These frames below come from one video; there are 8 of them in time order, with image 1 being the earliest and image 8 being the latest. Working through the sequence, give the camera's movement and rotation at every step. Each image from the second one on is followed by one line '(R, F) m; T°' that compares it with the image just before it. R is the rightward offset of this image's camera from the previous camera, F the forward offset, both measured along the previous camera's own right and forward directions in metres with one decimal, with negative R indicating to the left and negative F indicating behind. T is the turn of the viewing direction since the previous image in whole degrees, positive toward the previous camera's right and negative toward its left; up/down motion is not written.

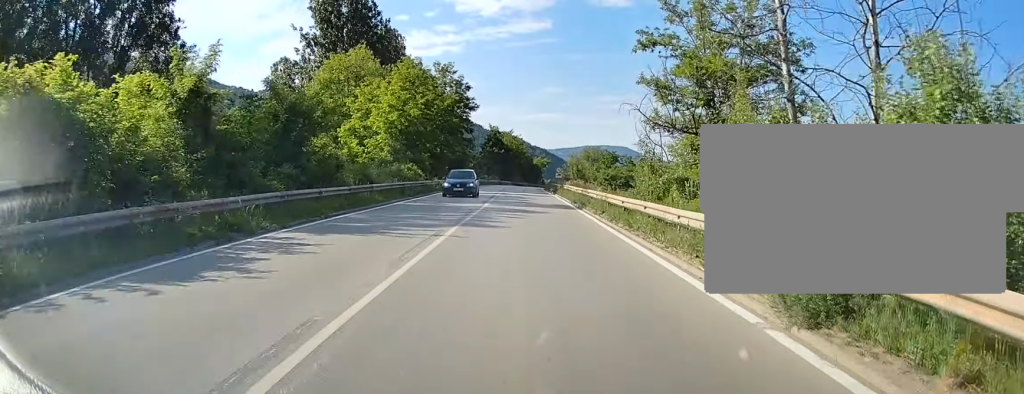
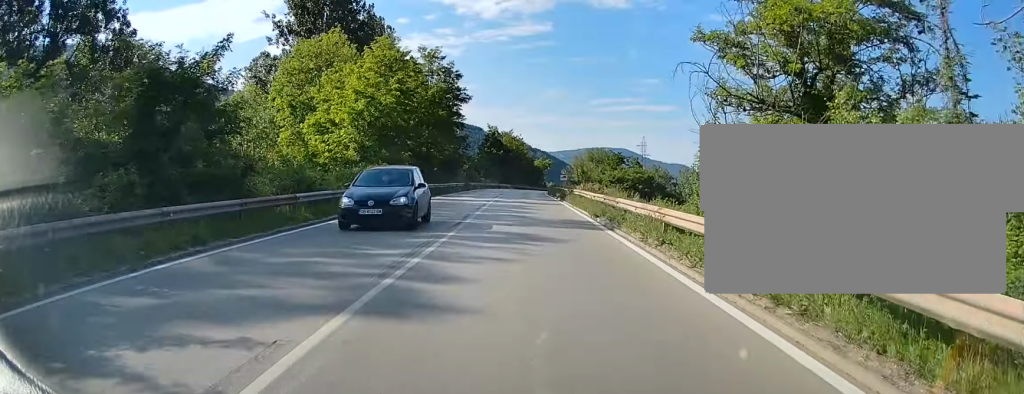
(0.0, +10.1) m; 0°
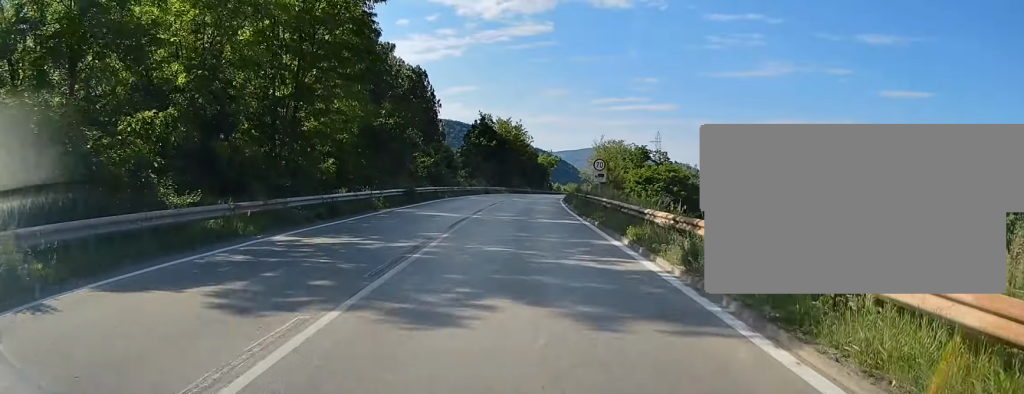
(+0.1, +35.1) m; 0°
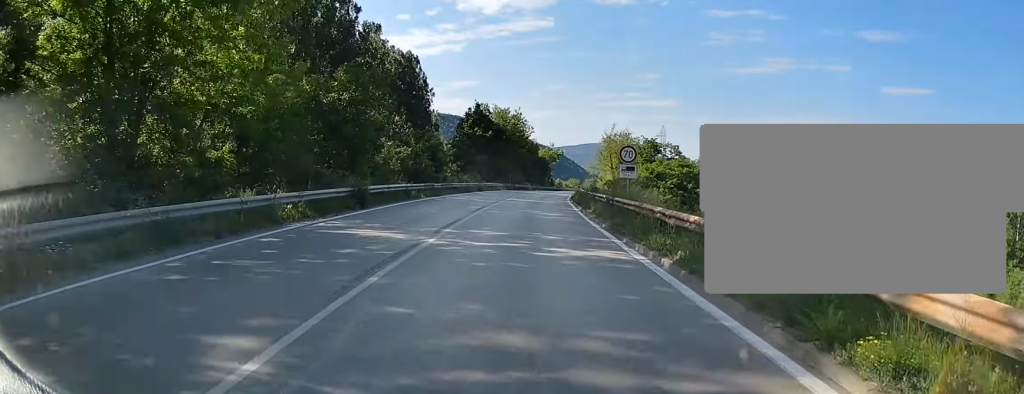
(-0.1, +10.9) m; 0°
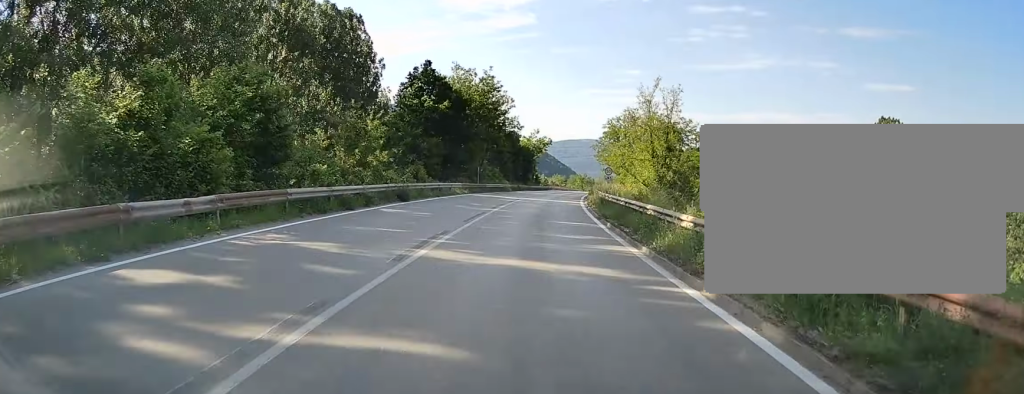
(+0.3, +32.1) m; +2°
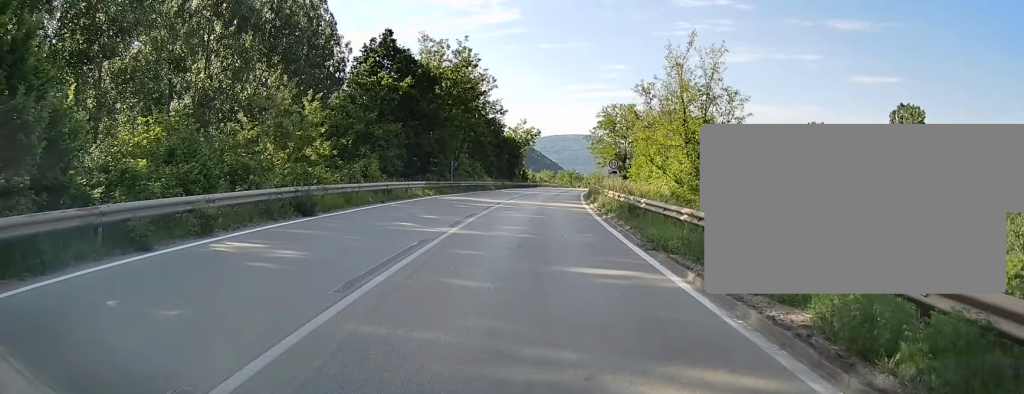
(+0.1, +11.8) m; +1°
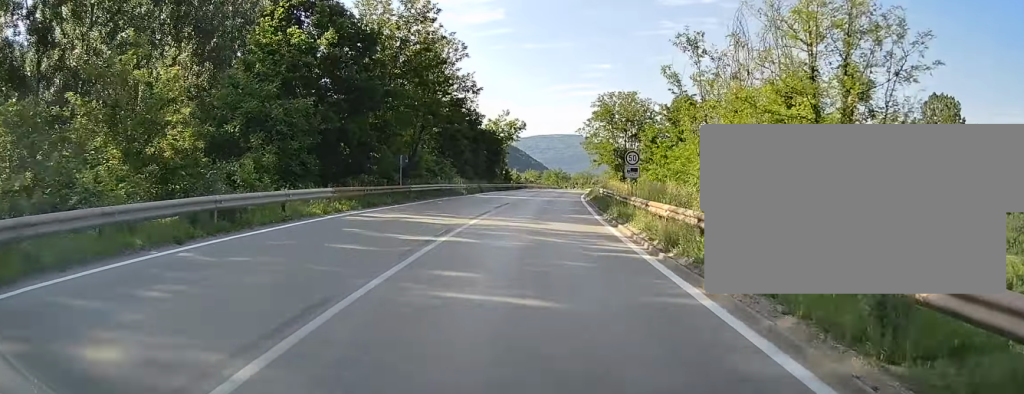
(+0.2, +14.9) m; +1°
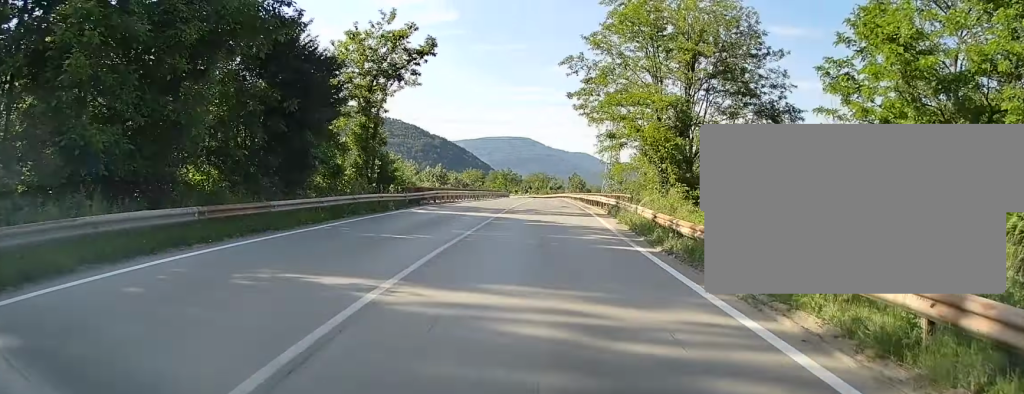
(+1.3, +53.2) m; +3°
